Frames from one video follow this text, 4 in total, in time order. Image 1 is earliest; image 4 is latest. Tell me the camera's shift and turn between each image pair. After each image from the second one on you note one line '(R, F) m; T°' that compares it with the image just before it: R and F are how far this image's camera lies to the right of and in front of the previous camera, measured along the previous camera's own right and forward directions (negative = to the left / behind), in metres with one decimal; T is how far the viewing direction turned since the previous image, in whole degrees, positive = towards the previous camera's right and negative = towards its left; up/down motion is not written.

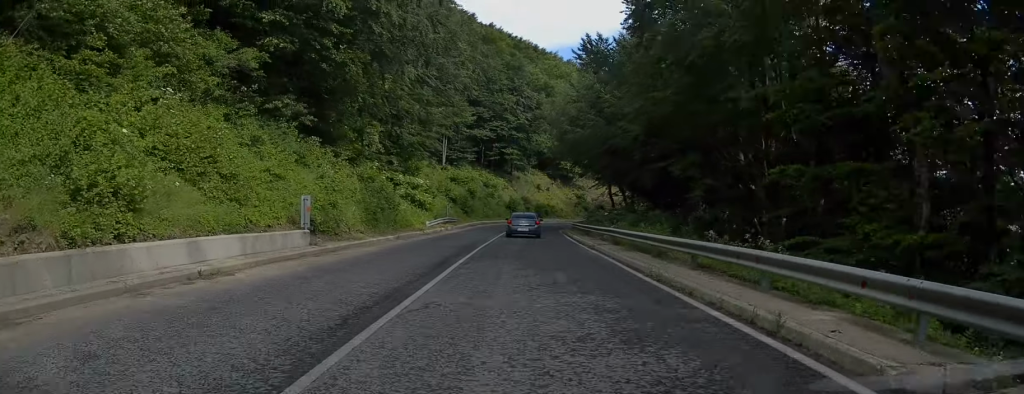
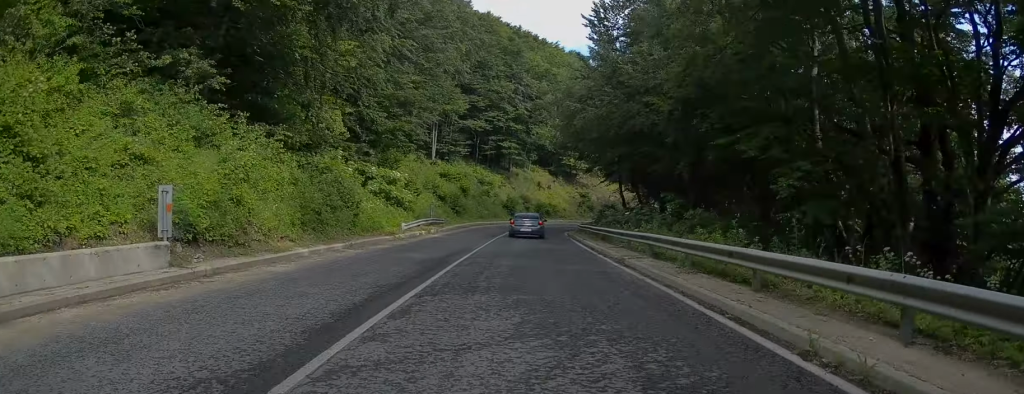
(0.0, +7.9) m; 0°
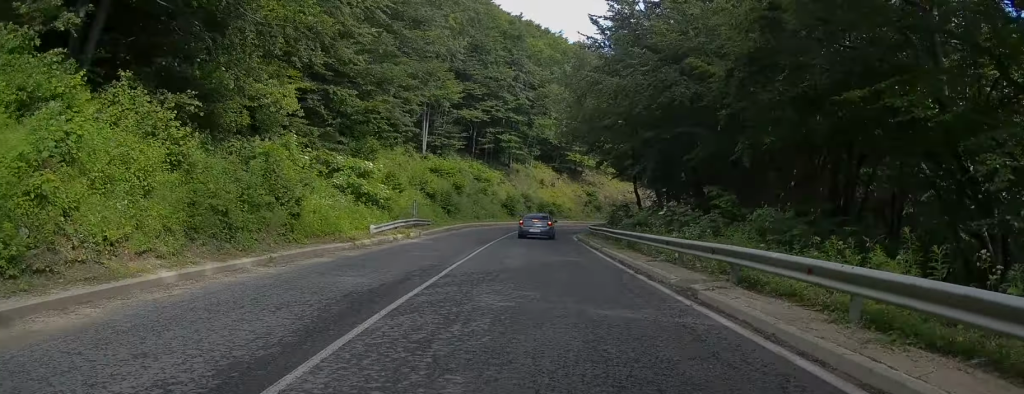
(0.0, +7.1) m; 0°
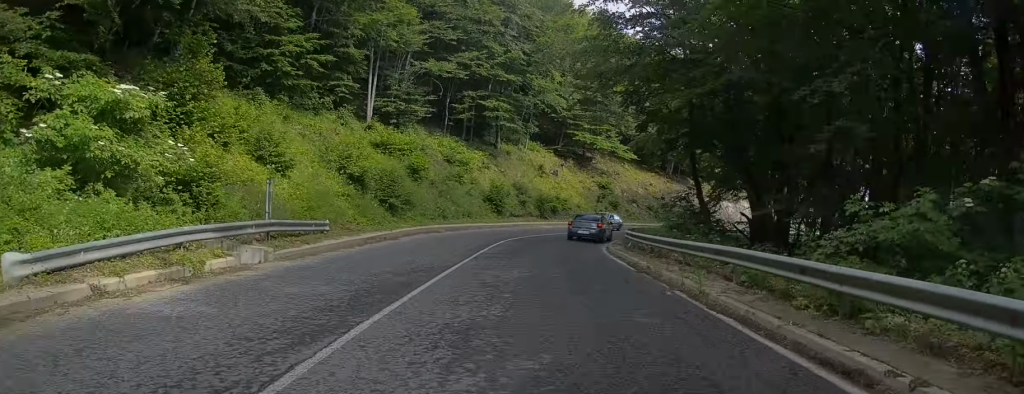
(0.0, +19.4) m; +1°
